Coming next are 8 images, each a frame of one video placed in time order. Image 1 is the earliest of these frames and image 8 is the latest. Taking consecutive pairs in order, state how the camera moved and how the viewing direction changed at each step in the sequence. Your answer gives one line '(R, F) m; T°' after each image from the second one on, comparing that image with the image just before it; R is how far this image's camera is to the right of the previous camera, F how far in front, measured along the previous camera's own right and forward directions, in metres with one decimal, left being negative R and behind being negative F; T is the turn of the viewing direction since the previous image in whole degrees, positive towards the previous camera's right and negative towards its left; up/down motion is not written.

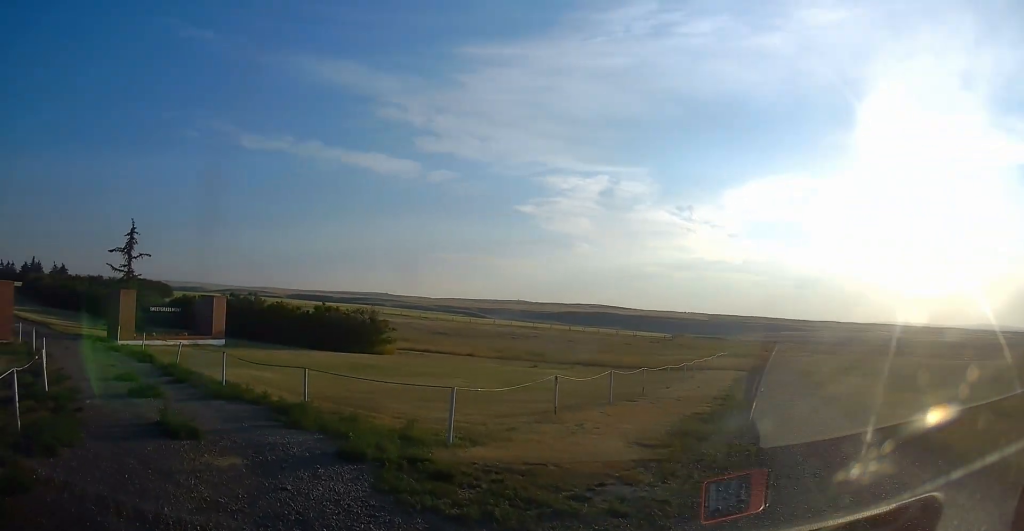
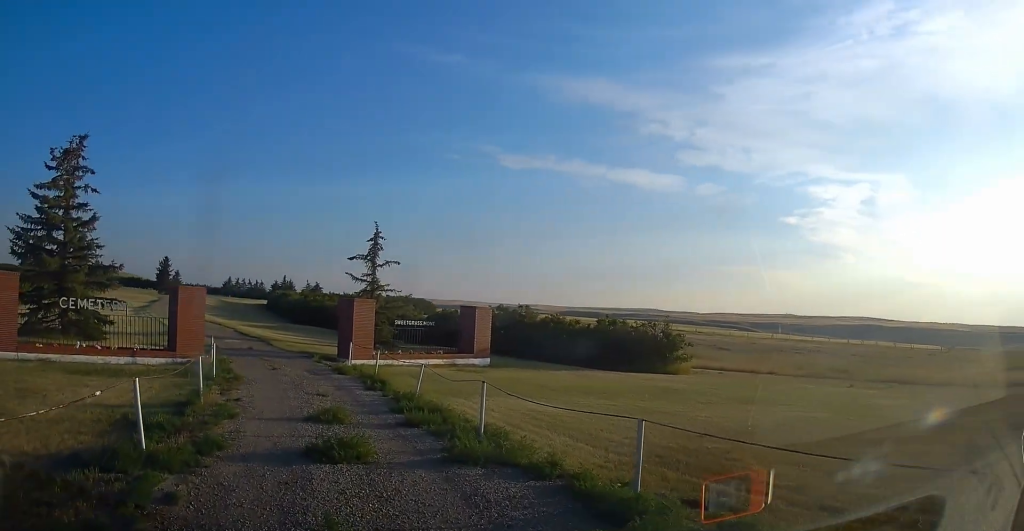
(-2.1, +5.8) m; -34°
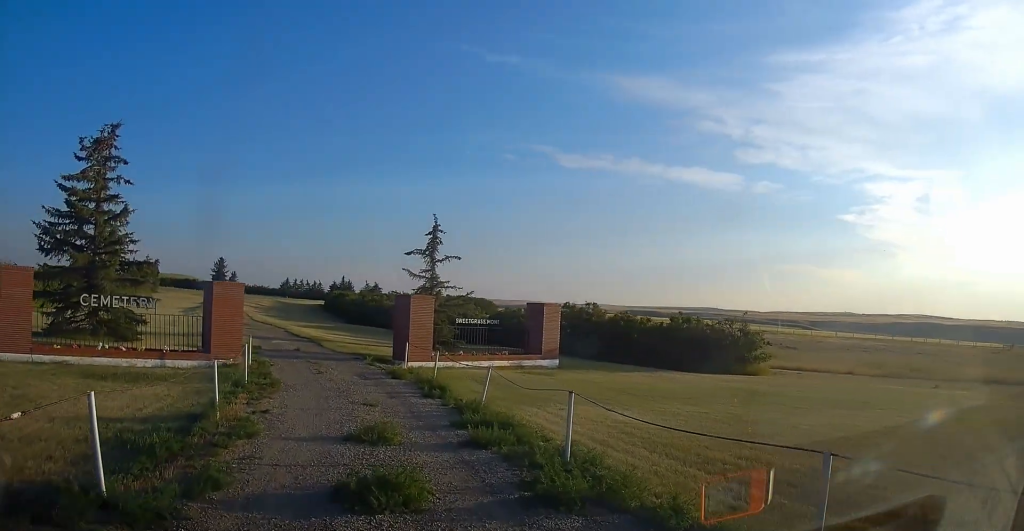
(-0.1, +1.9) m; -2°
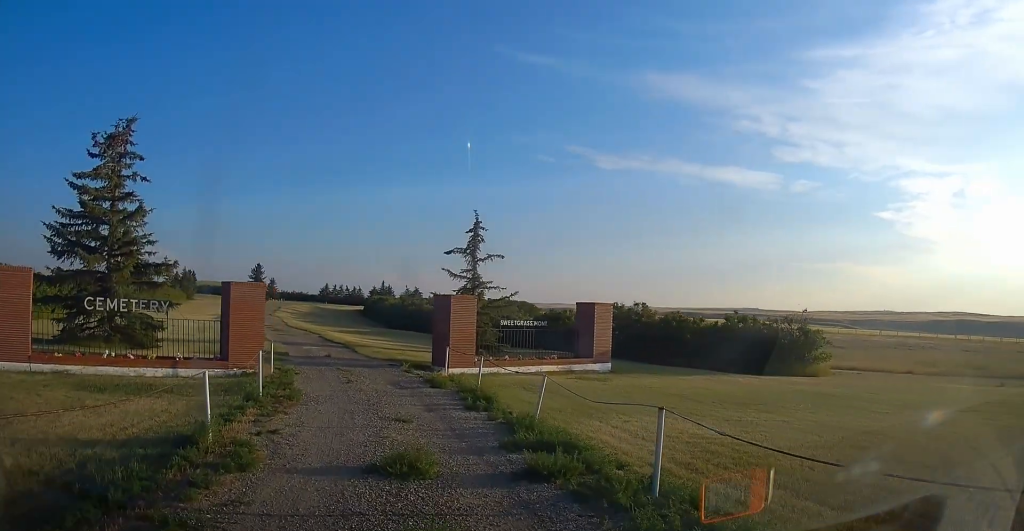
(0.0, +1.7) m; +1°
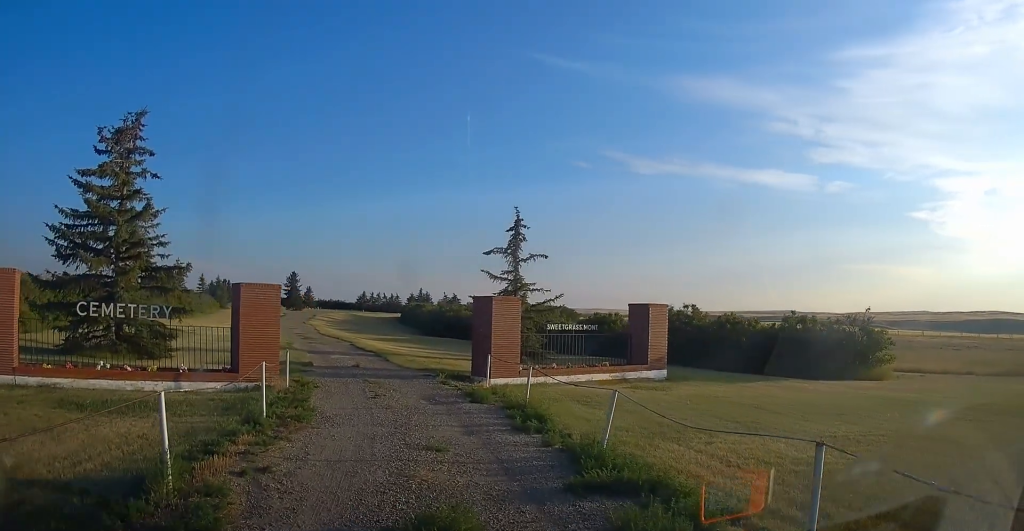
(0.0, +2.0) m; -4°
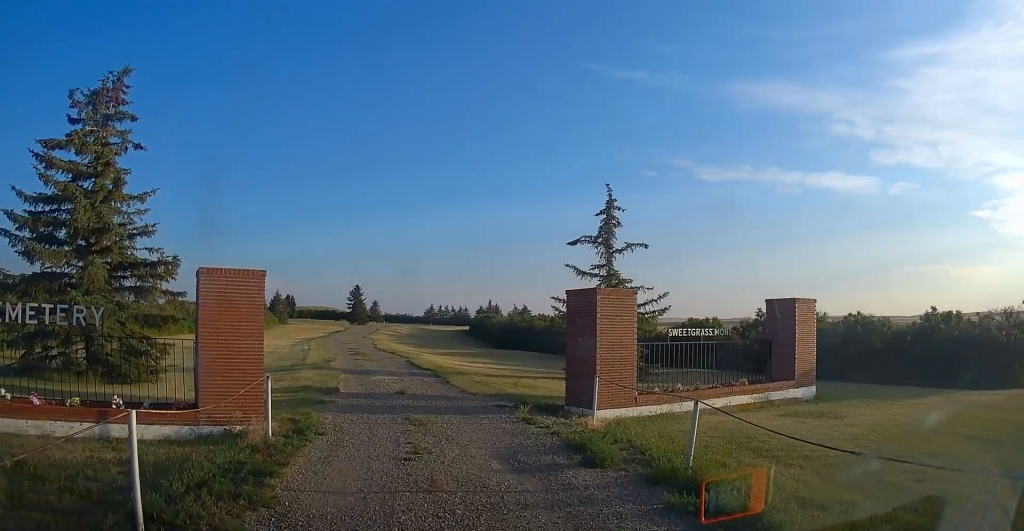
(-0.8, +5.5) m; -12°
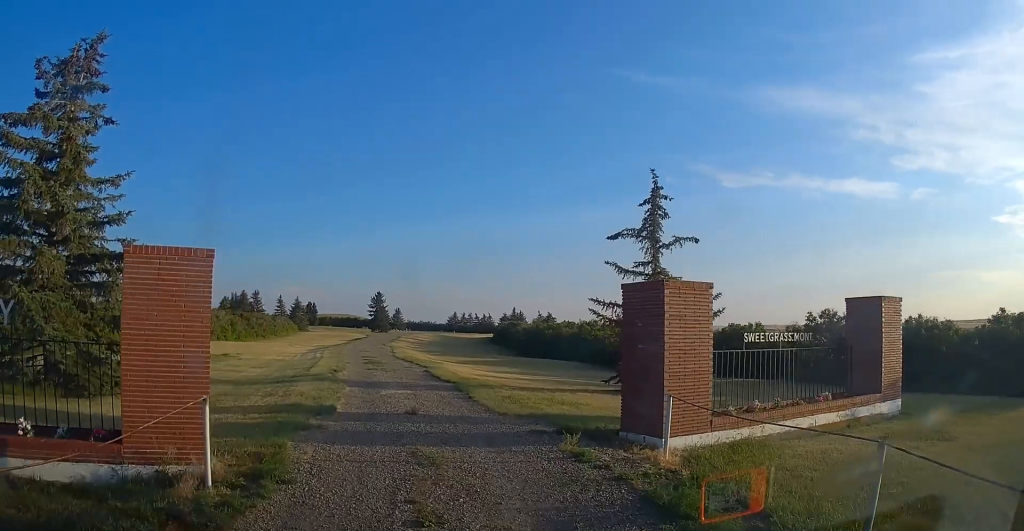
(0.0, +2.9) m; +2°
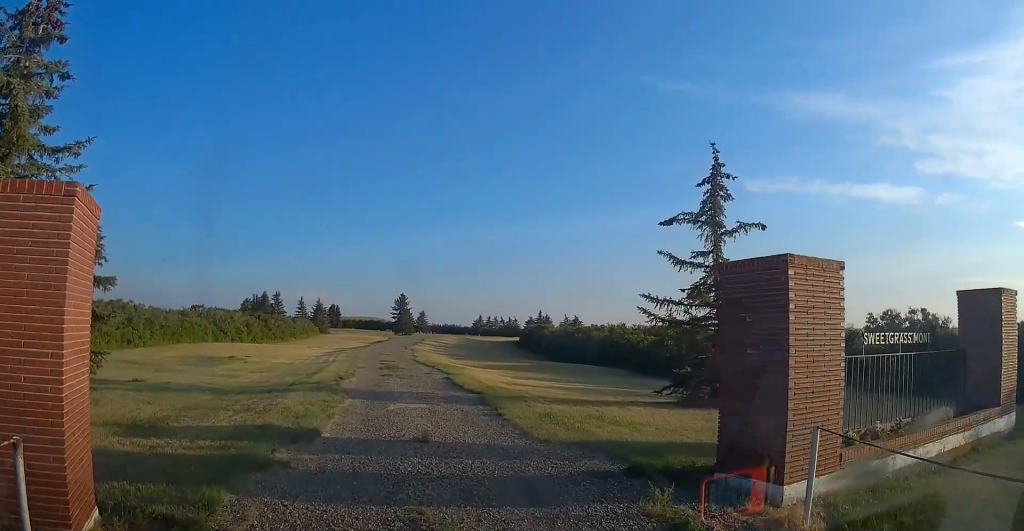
(+0.1, +3.2) m; +2°
